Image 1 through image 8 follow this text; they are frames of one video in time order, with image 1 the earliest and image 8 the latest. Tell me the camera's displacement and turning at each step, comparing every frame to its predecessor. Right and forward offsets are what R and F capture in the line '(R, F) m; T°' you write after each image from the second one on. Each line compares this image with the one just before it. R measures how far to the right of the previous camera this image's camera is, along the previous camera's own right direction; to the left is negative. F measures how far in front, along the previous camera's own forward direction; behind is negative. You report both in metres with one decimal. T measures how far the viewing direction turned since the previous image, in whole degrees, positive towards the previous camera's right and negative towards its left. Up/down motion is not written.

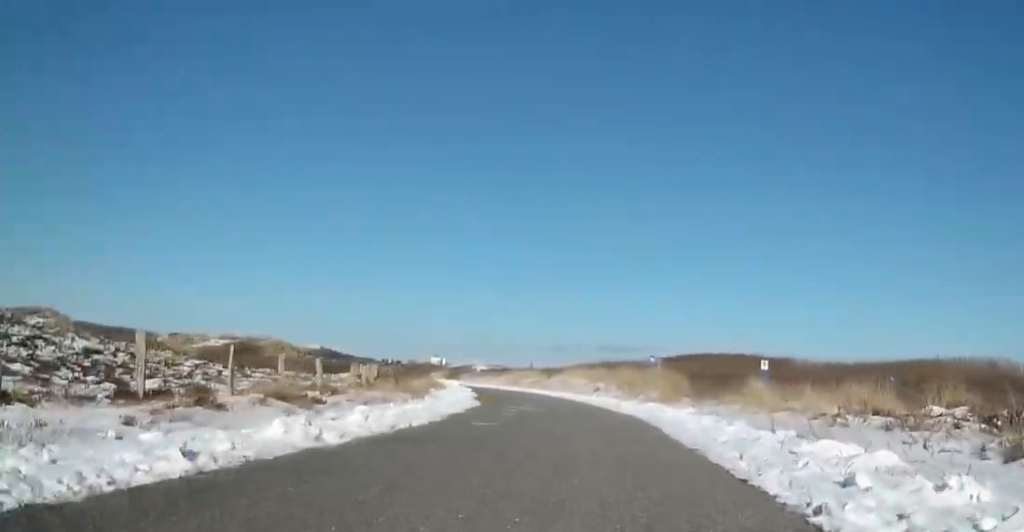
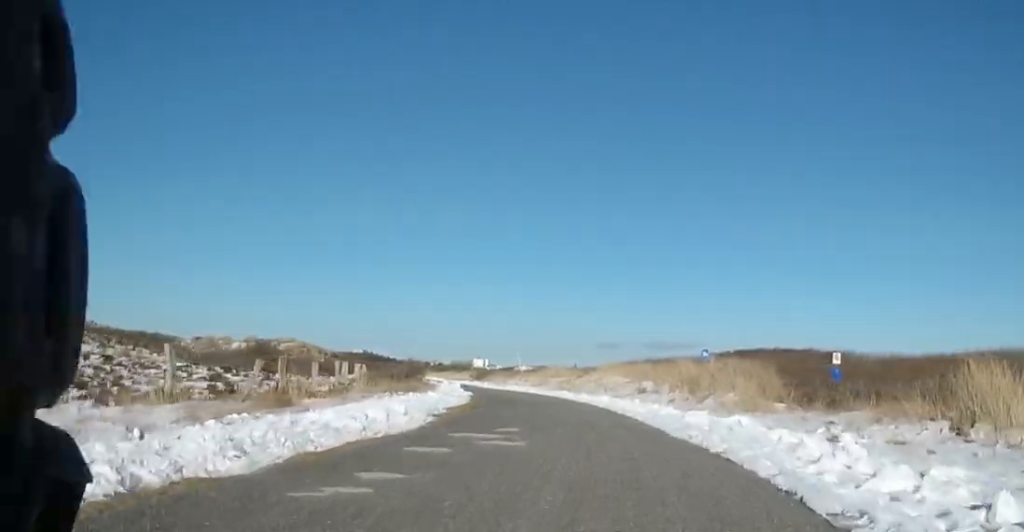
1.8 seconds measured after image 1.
(+0.3, +7.3) m; -3°
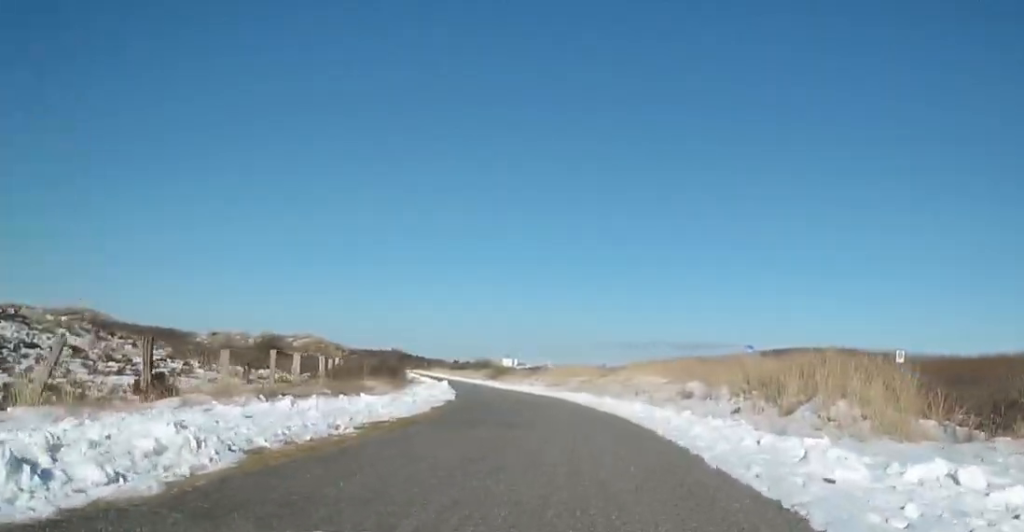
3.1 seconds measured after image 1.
(-0.7, +5.5) m; -5°
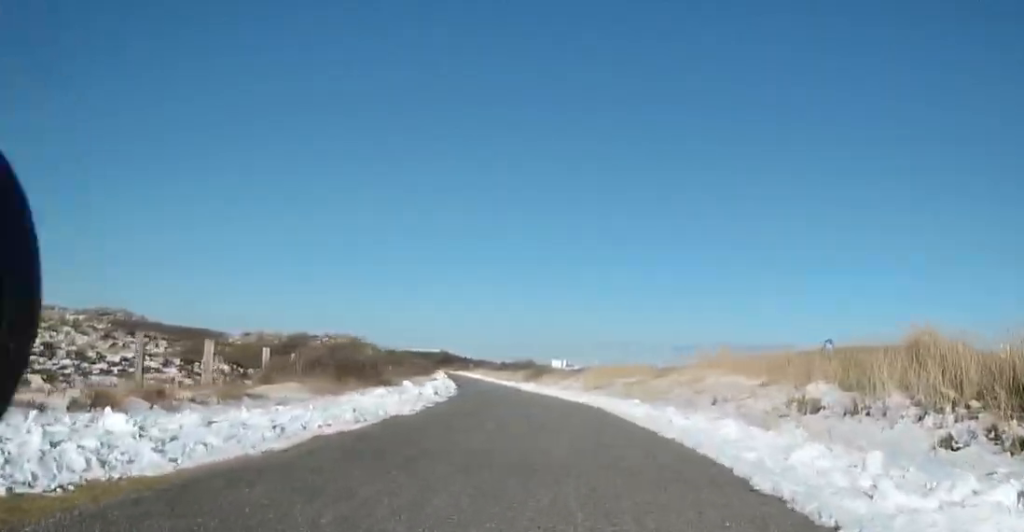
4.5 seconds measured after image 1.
(+0.4, +6.3) m; +2°
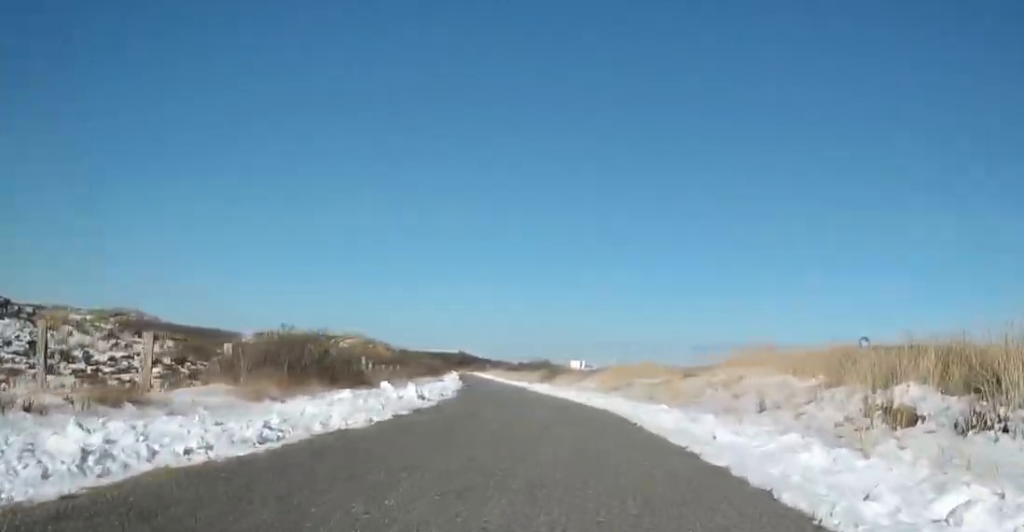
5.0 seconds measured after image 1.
(-0.1, +2.3) m; 0°
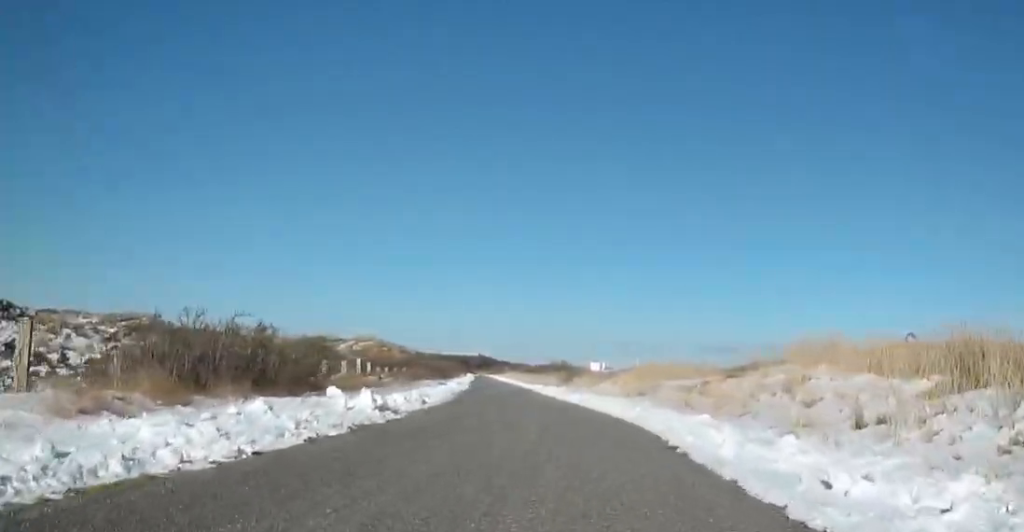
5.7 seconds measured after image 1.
(-0.2, +2.8) m; 0°
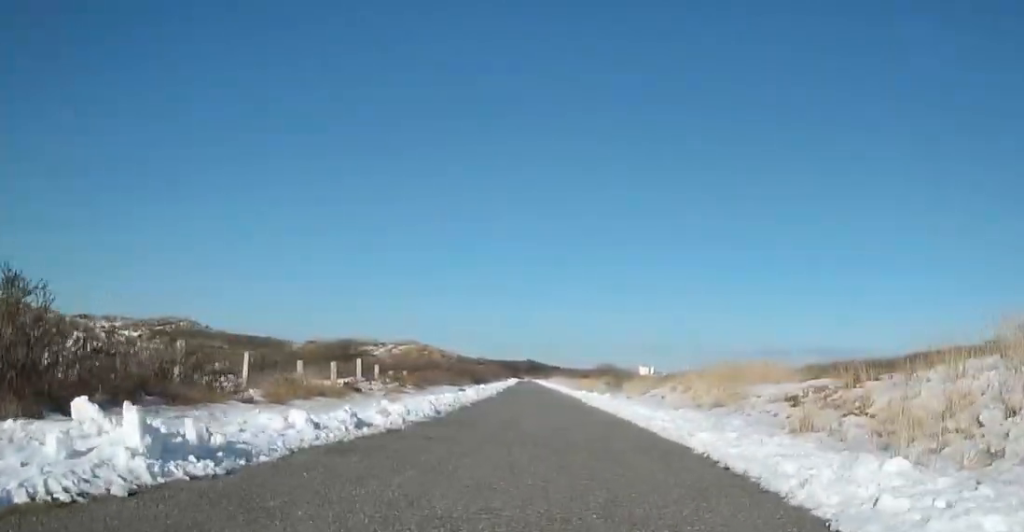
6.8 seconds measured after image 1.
(+0.2, +4.9) m; -3°
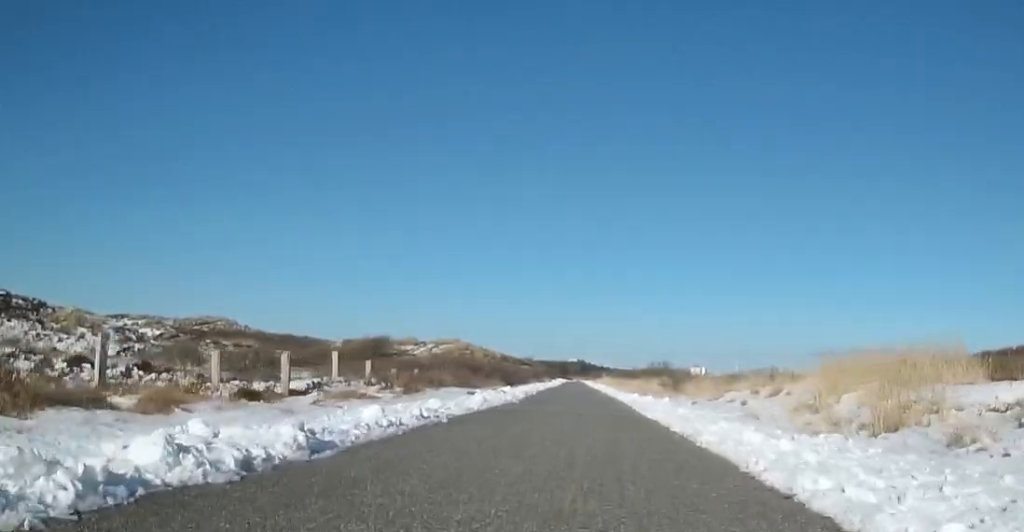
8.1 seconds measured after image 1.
(-0.5, +5.7) m; -7°
